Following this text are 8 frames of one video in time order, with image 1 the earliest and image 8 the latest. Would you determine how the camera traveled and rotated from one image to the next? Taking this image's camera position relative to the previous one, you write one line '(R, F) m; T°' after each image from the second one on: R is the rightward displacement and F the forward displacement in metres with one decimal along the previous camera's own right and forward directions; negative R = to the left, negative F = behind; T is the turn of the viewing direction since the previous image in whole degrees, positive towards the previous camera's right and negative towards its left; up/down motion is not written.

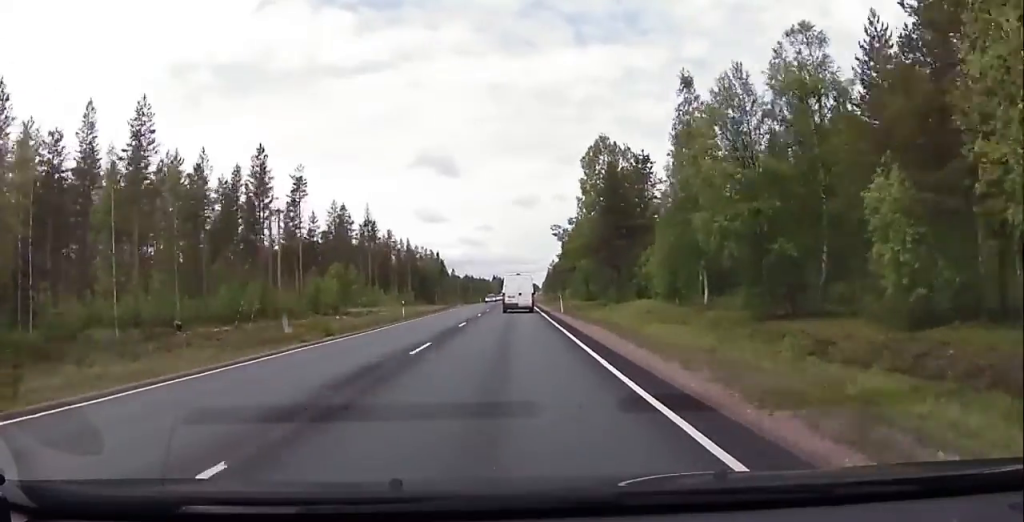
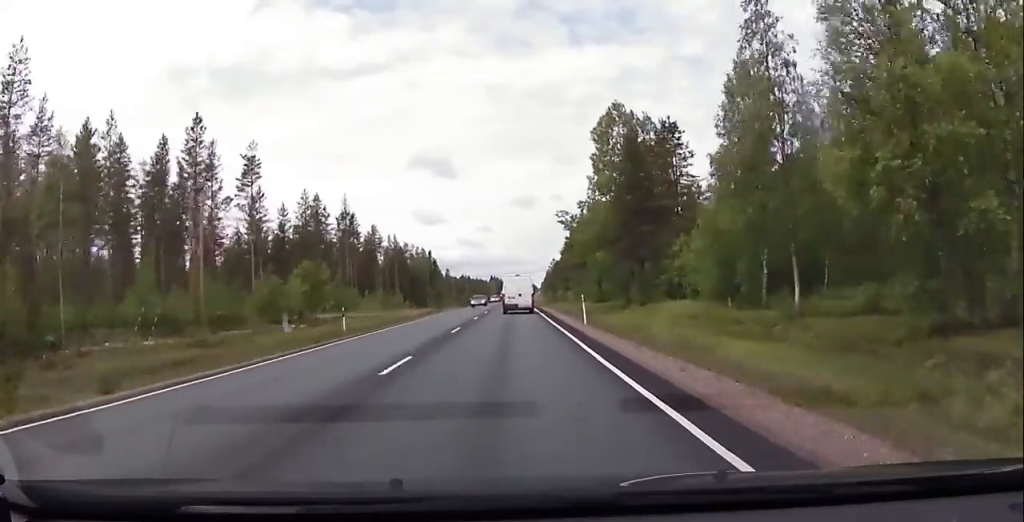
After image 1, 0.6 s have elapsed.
(0.0, +15.2) m; 0°
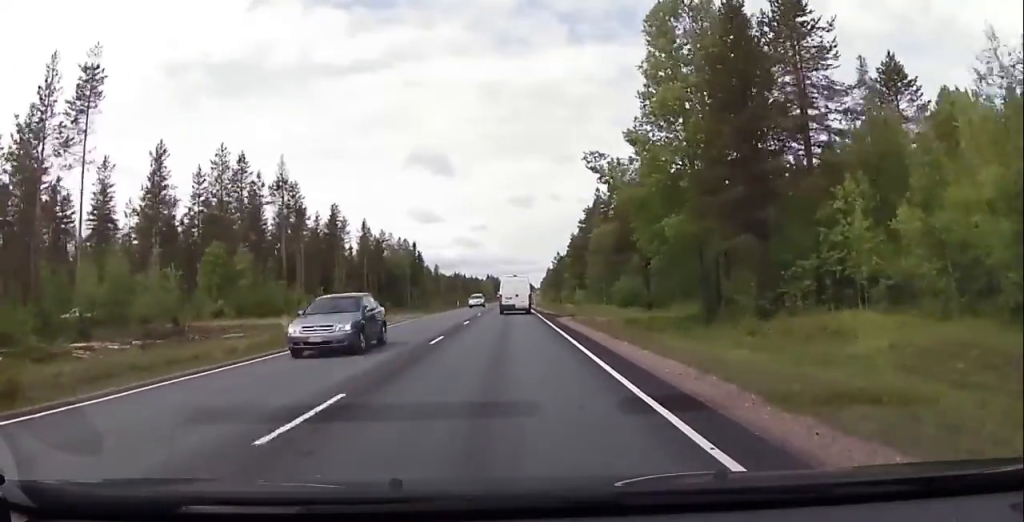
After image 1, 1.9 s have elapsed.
(0.0, +29.2) m; 0°
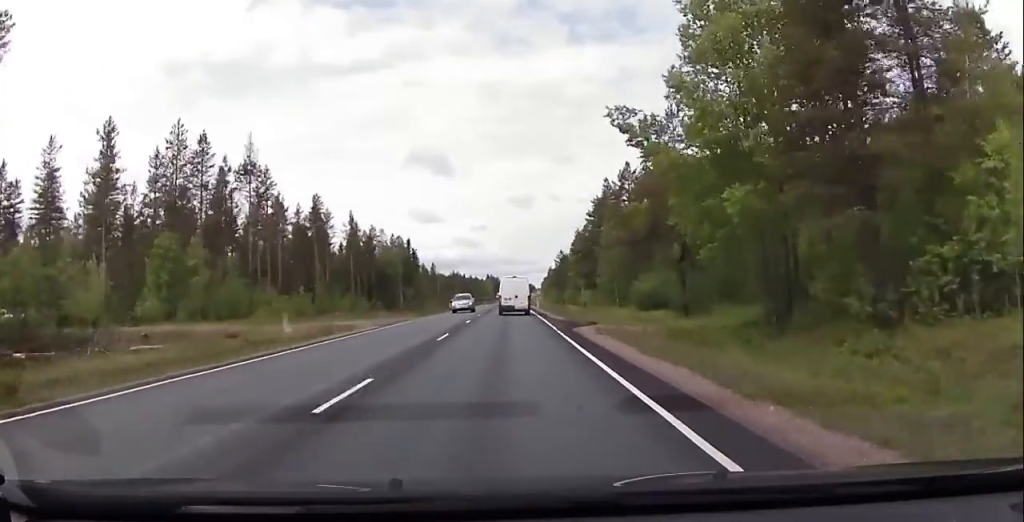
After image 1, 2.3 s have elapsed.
(0.0, +10.2) m; 0°
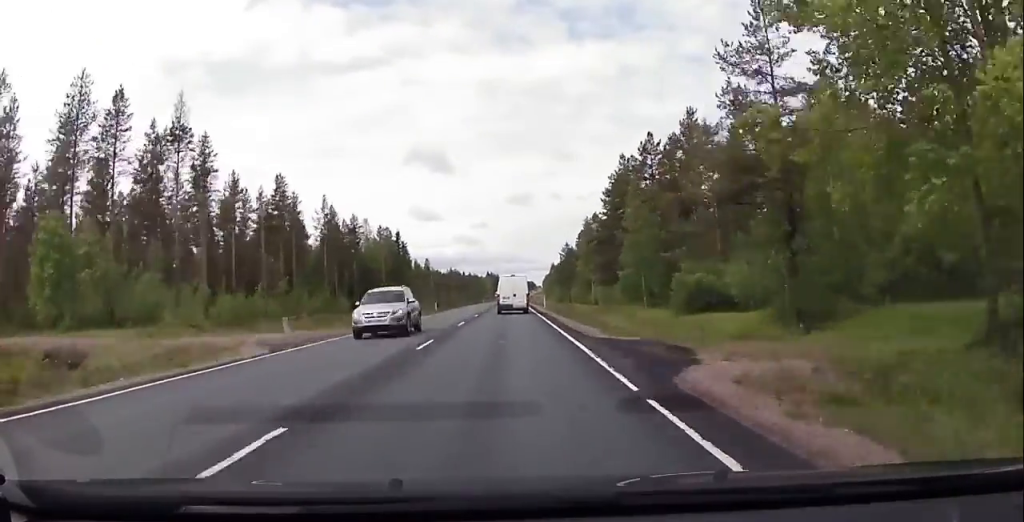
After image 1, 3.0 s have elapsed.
(0.0, +15.8) m; 0°
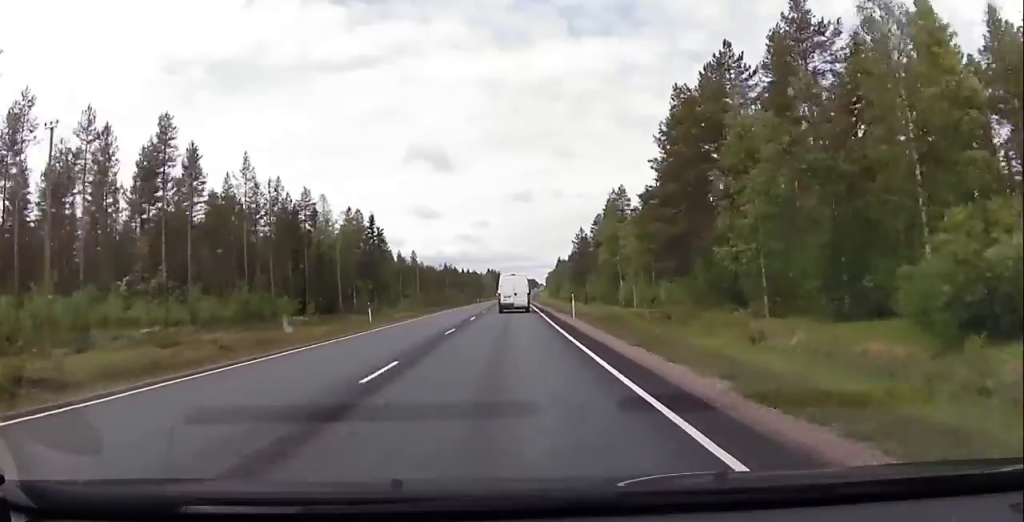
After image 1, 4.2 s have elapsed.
(0.0, +29.3) m; 0°
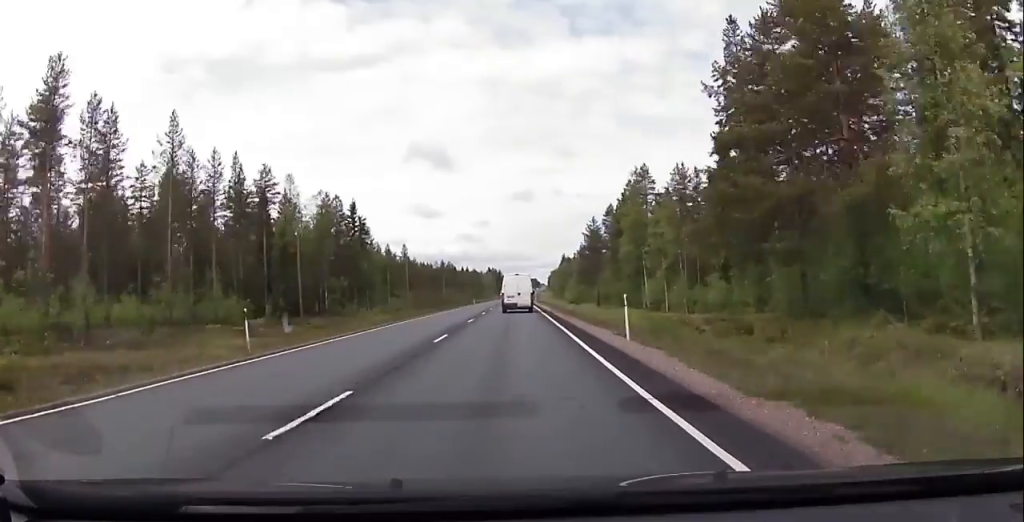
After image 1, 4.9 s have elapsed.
(0.0, +15.9) m; -1°
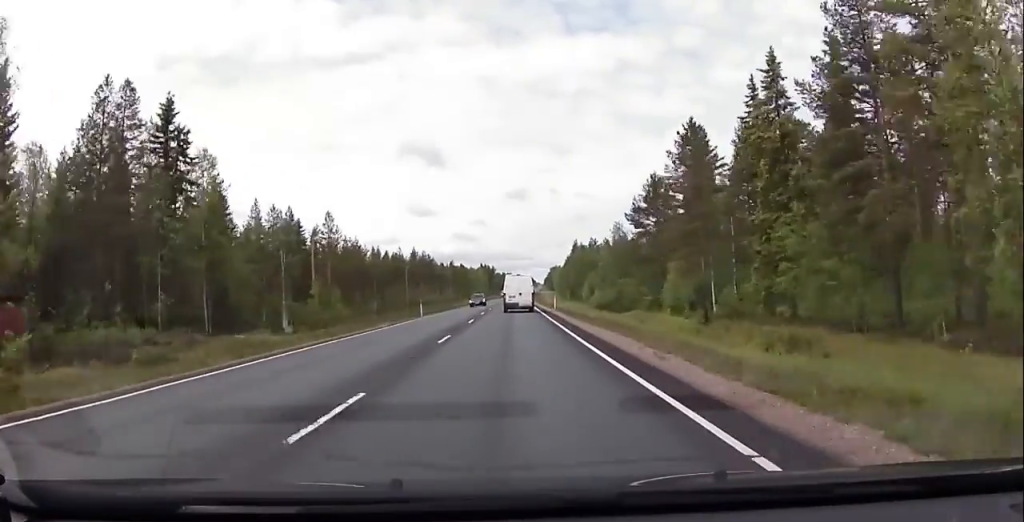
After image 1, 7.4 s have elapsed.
(-0.4, +59.7) m; +1°
